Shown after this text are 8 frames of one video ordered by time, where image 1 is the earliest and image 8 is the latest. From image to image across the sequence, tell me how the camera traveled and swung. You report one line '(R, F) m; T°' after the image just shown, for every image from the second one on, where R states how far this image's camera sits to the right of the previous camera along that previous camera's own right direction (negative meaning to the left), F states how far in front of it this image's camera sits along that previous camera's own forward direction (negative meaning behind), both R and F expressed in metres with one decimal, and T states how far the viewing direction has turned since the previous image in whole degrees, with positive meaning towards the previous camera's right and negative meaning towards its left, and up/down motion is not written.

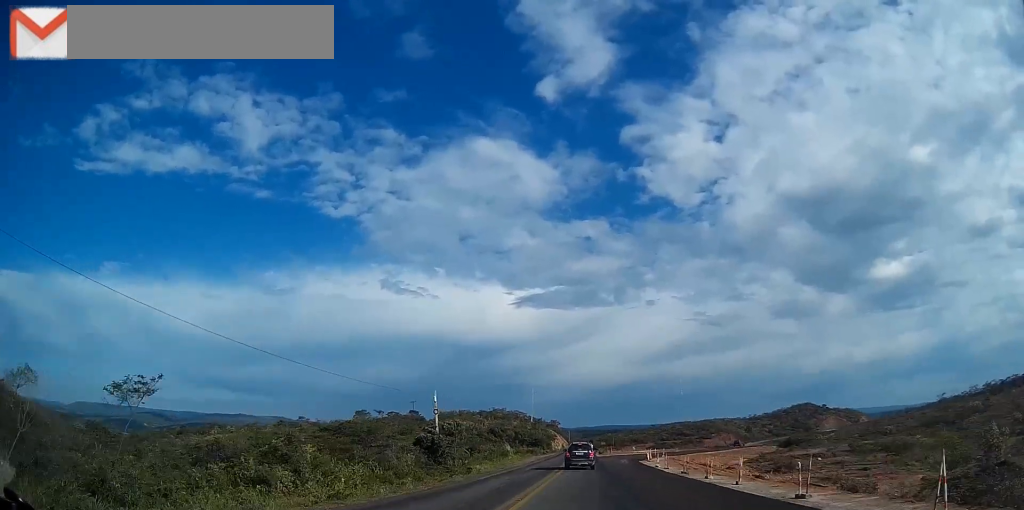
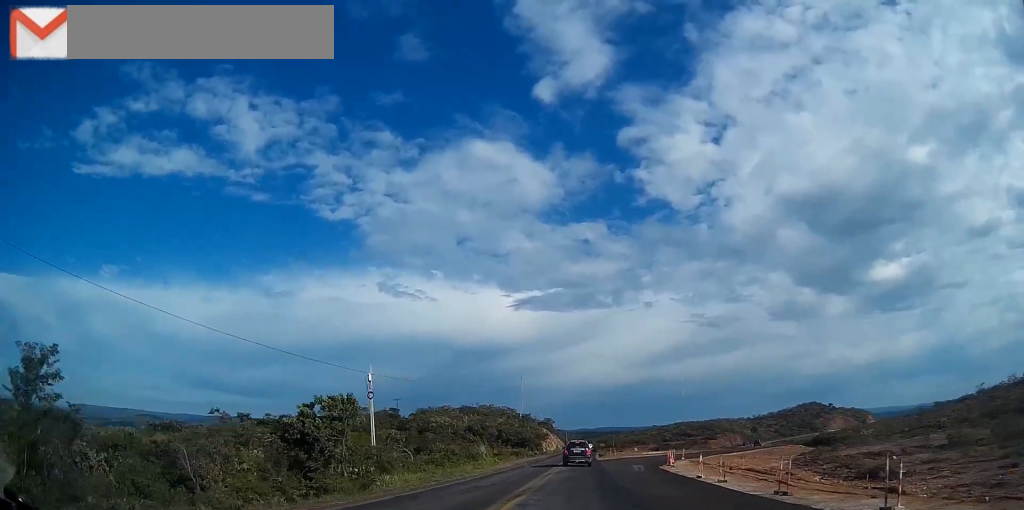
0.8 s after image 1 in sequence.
(-0.1, +17.5) m; -1°
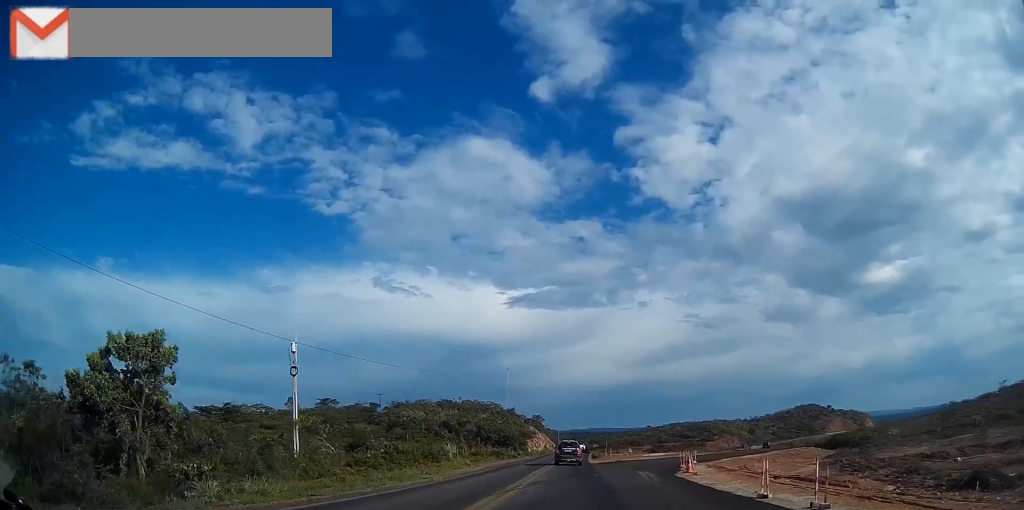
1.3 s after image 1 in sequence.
(-0.1, +11.4) m; 0°
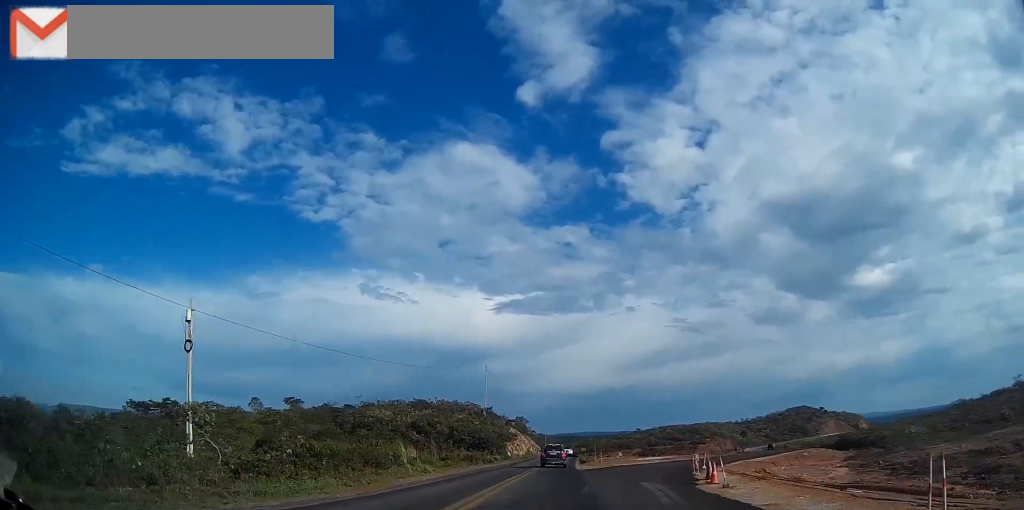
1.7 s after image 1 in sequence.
(-0.2, +9.6) m; 0°
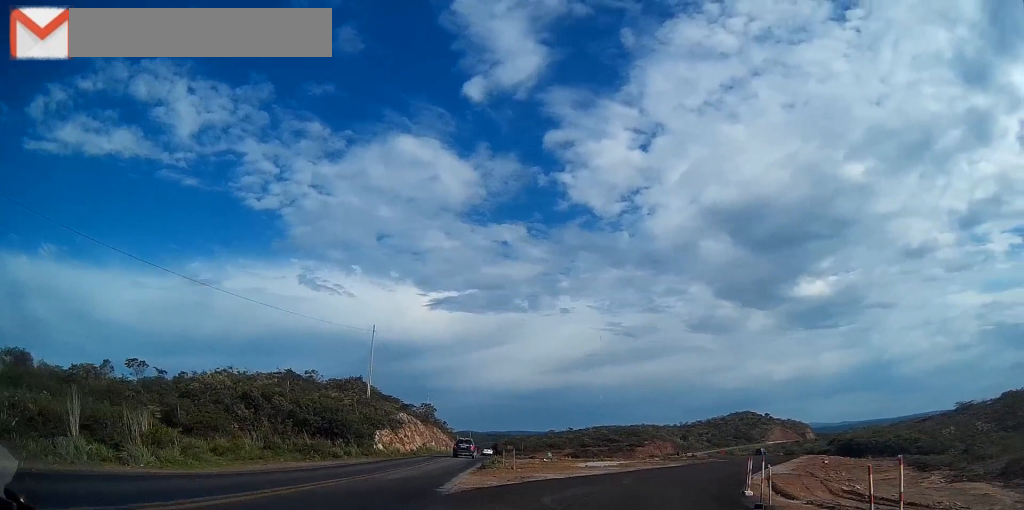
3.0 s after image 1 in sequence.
(+0.9, +24.8) m; +5°
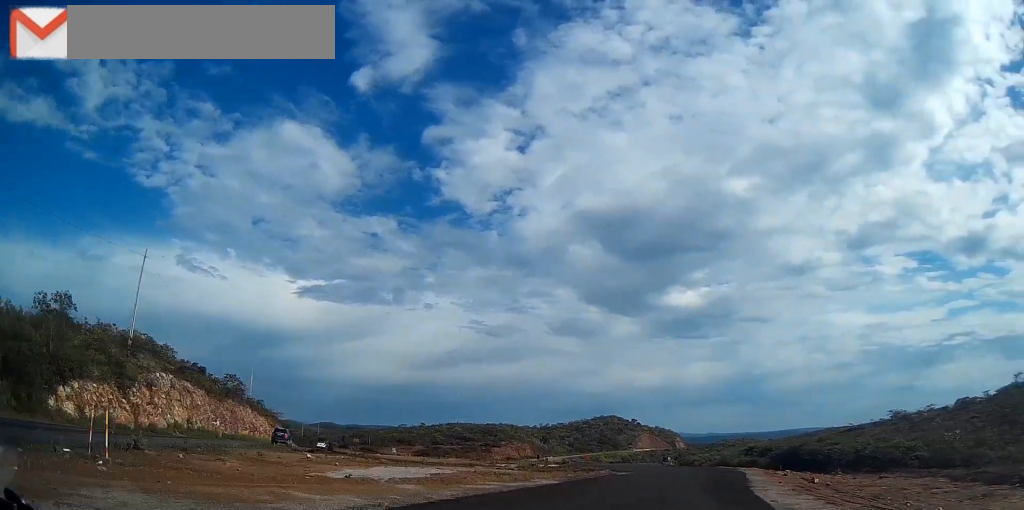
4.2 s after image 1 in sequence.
(+1.4, +21.8) m; +9°
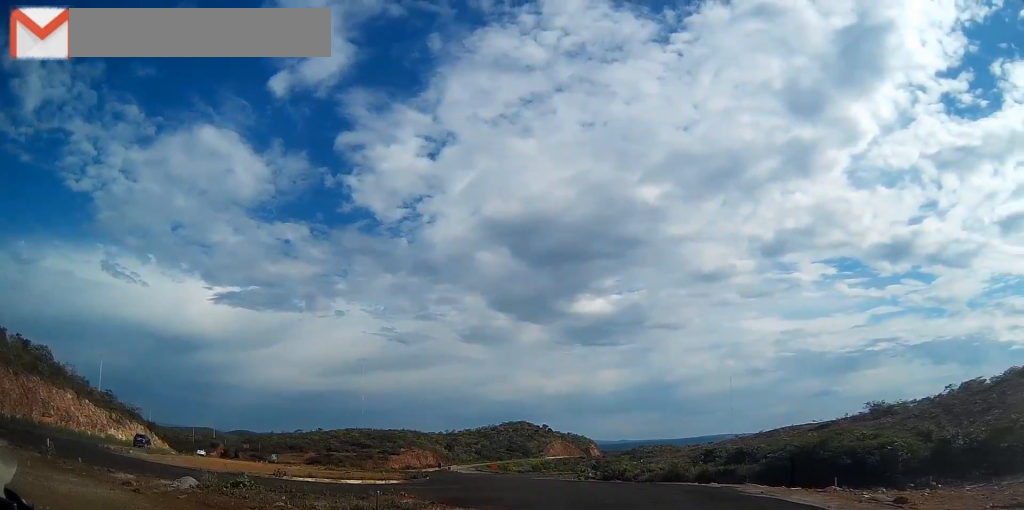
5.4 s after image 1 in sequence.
(+2.2, +21.8) m; +11°
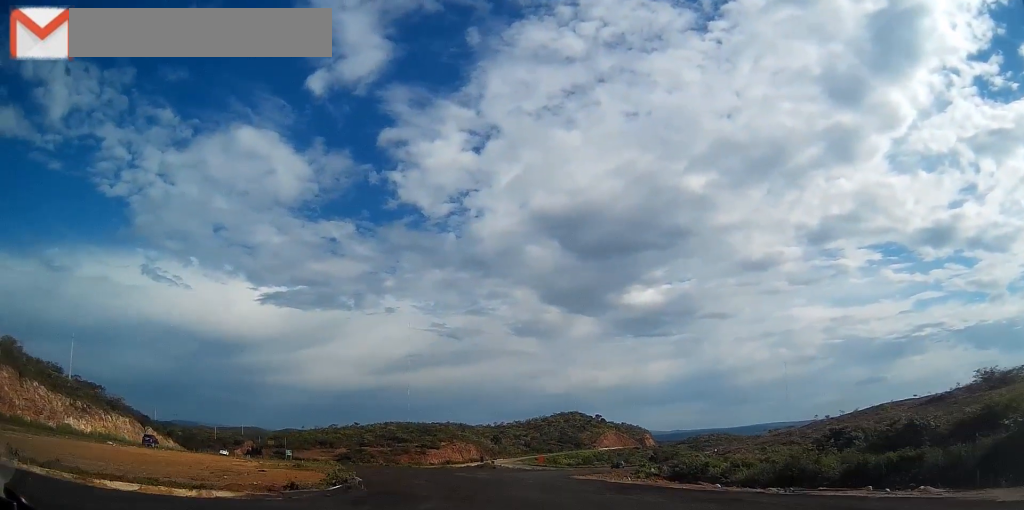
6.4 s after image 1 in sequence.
(+1.0, +16.2) m; +3°
